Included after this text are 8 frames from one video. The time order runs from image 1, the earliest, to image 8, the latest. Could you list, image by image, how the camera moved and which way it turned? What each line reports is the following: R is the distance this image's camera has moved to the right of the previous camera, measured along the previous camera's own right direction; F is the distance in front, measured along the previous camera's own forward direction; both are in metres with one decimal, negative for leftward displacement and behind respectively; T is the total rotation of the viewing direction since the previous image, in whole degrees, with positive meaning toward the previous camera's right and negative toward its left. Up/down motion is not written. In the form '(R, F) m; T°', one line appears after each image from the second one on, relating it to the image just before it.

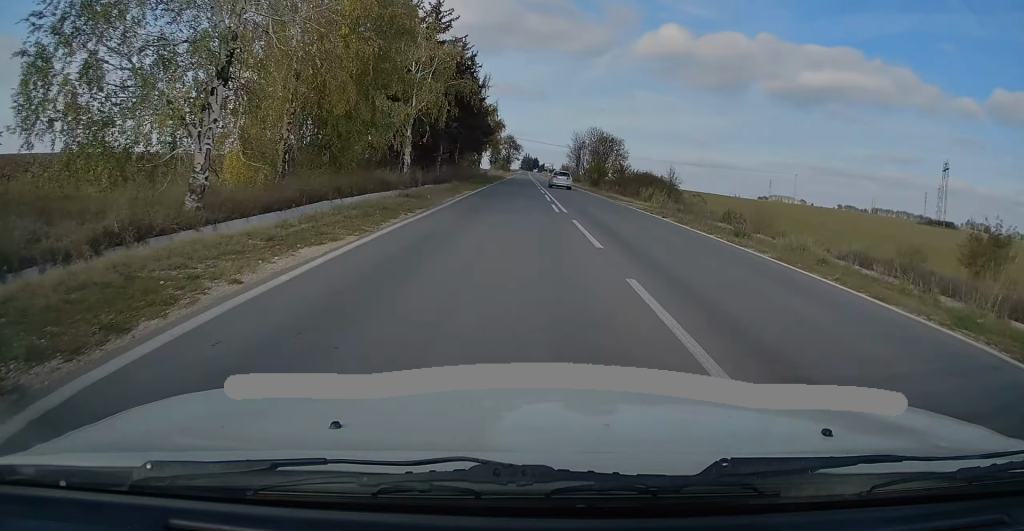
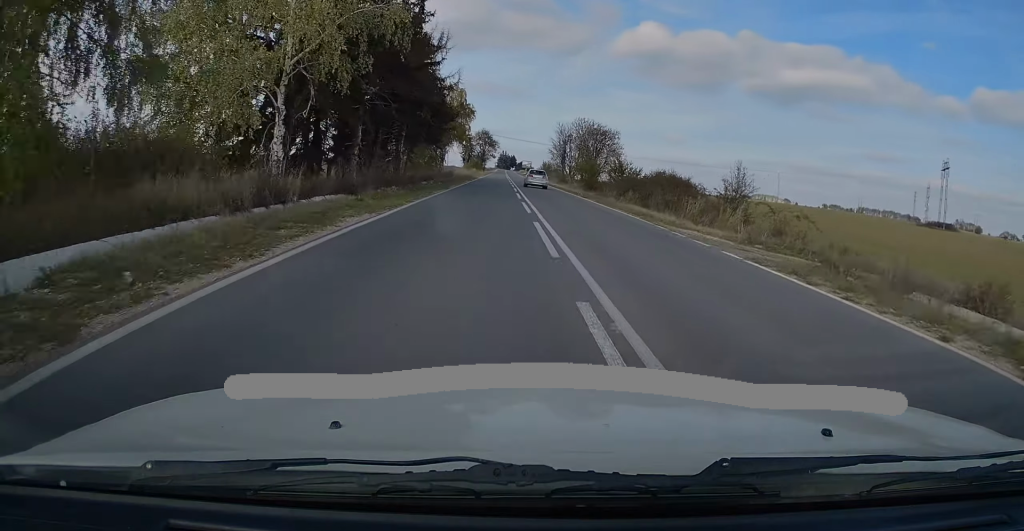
(+0.1, +17.4) m; +1°
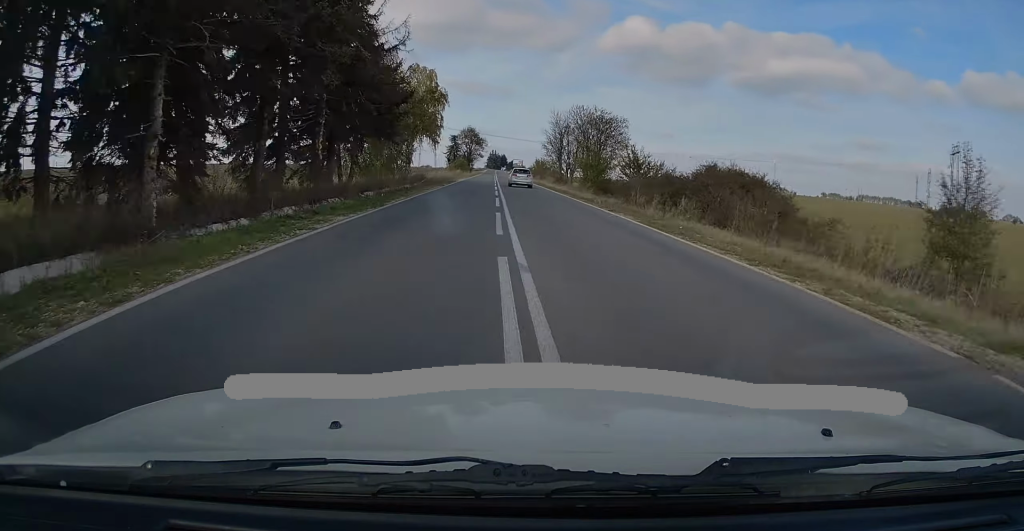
(0.0, +15.0) m; +1°
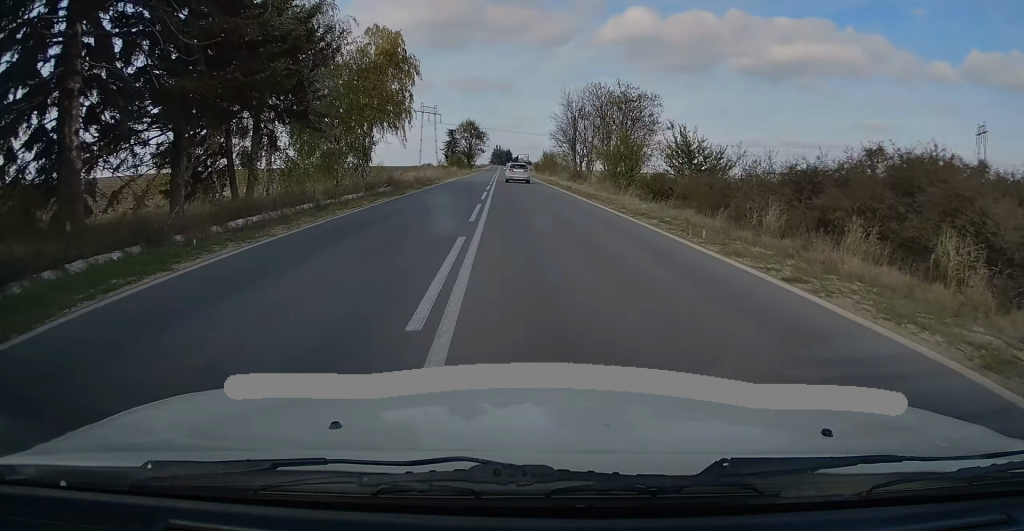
(+0.3, +16.1) m; +1°
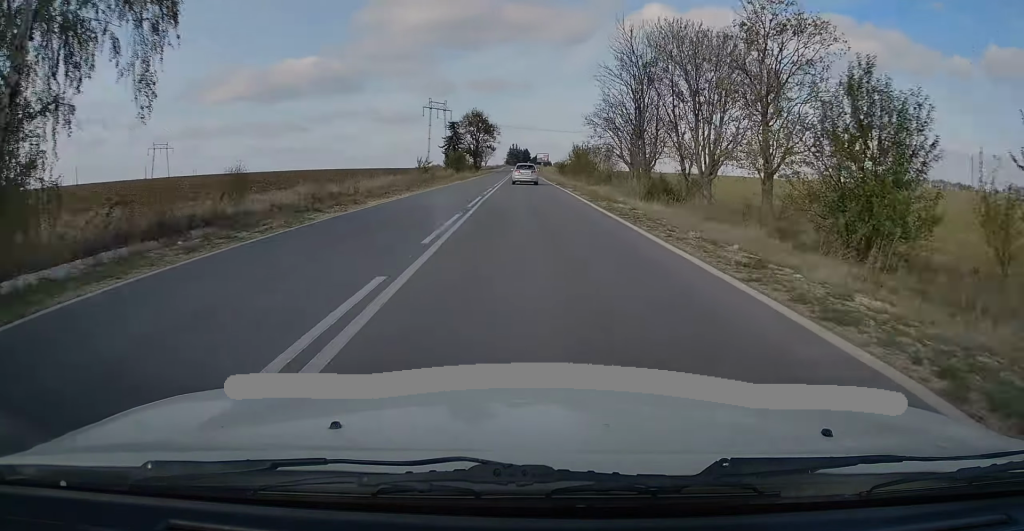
(+0.3, +31.0) m; 0°
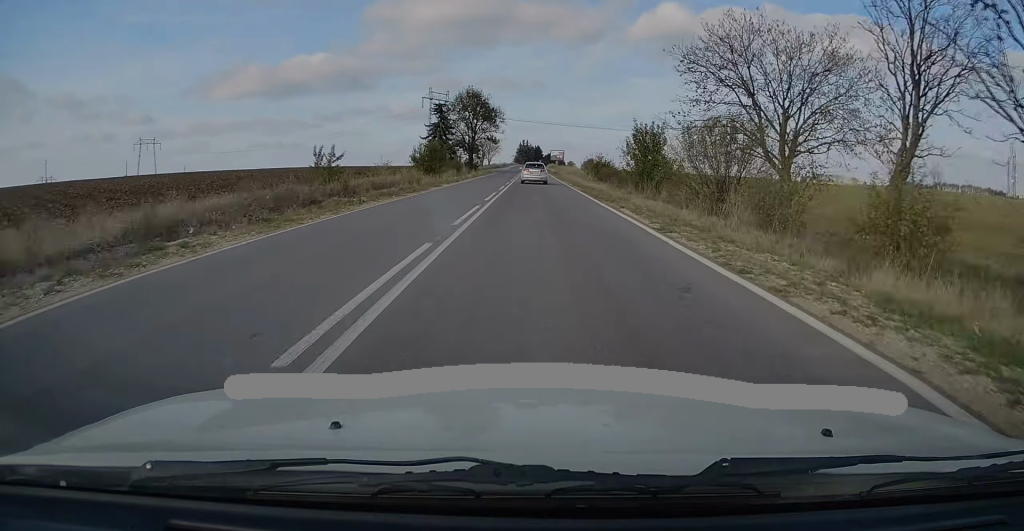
(-0.5, +34.3) m; -2°
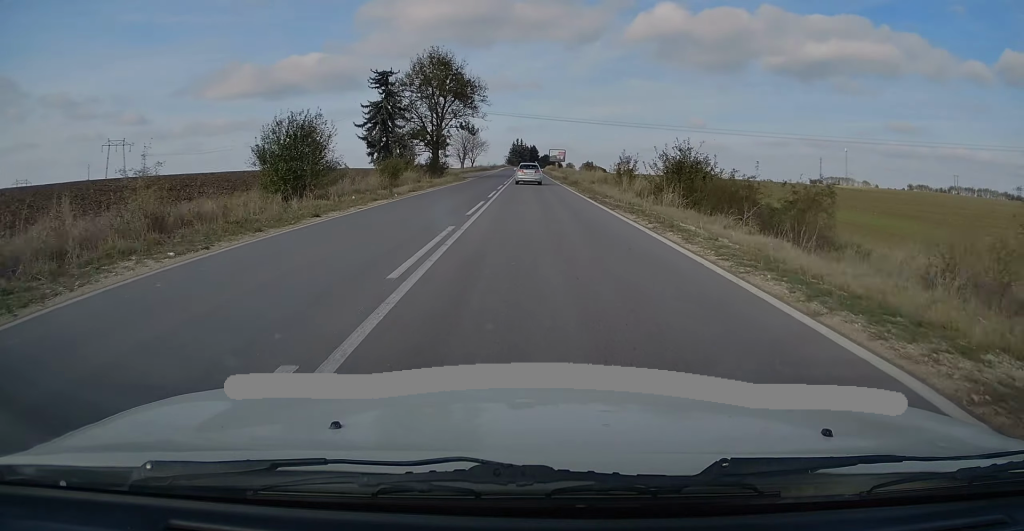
(0.0, +33.8) m; 0°
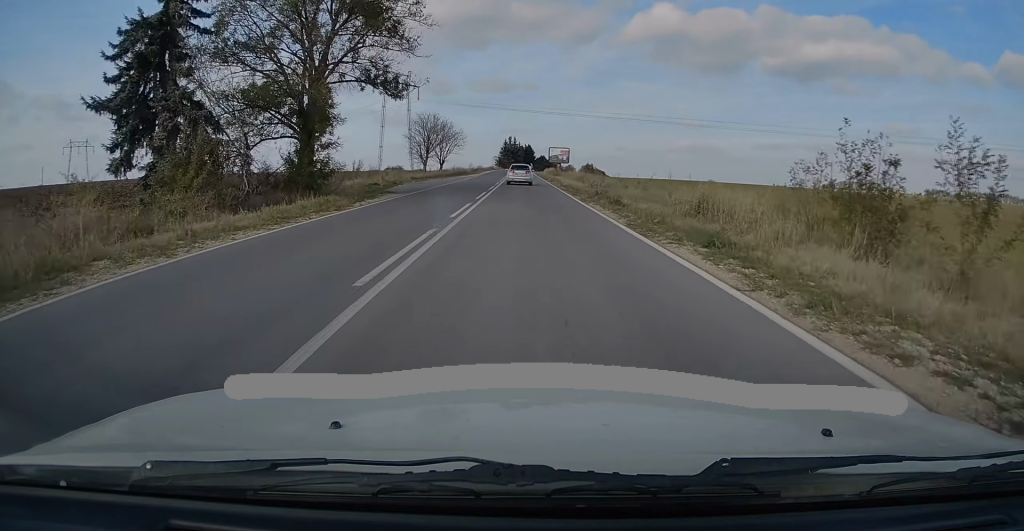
(-0.1, +36.5) m; 0°
